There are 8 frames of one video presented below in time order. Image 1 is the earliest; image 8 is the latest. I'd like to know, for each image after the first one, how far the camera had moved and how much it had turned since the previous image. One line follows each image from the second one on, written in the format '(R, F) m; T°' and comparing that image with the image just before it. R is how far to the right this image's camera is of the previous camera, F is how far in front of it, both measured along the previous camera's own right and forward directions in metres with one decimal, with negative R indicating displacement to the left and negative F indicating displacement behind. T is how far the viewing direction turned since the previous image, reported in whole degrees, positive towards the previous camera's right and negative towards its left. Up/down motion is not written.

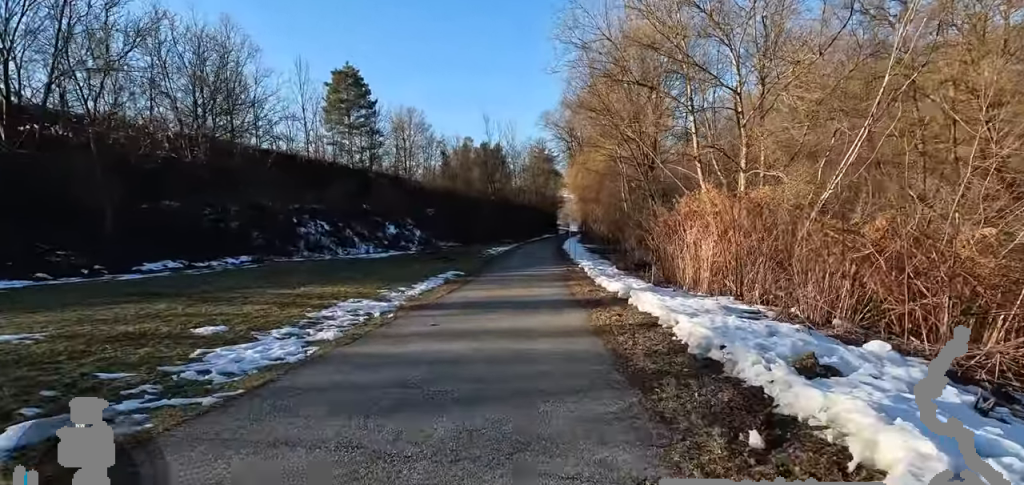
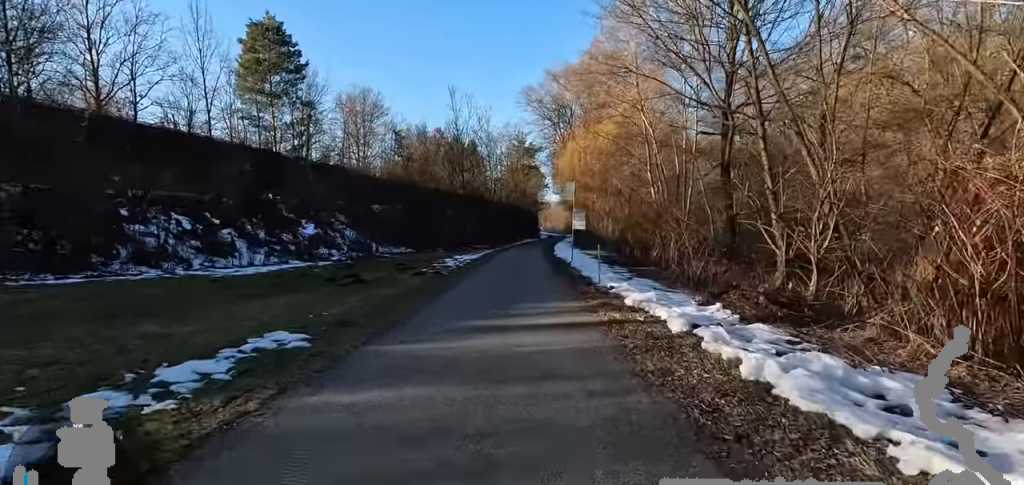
(+0.9, +12.5) m; +8°
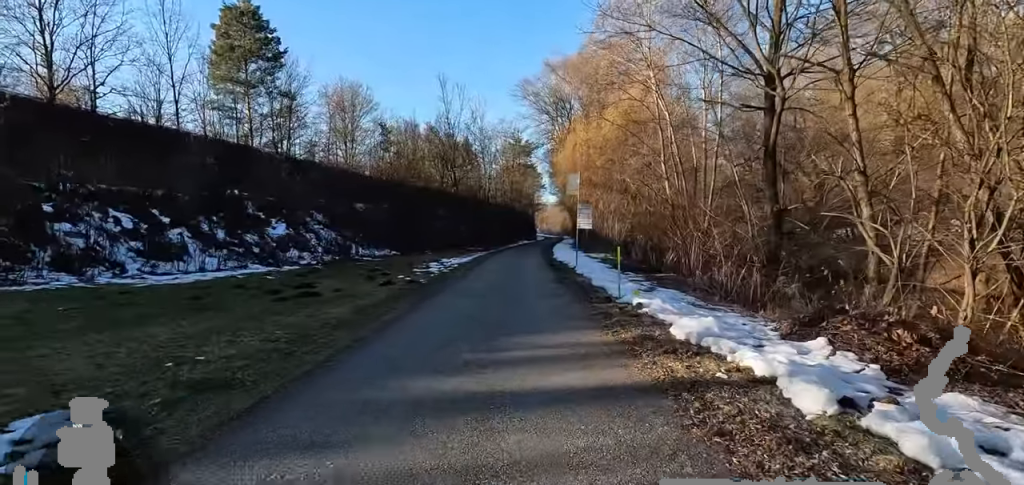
(+0.8, +3.0) m; 0°
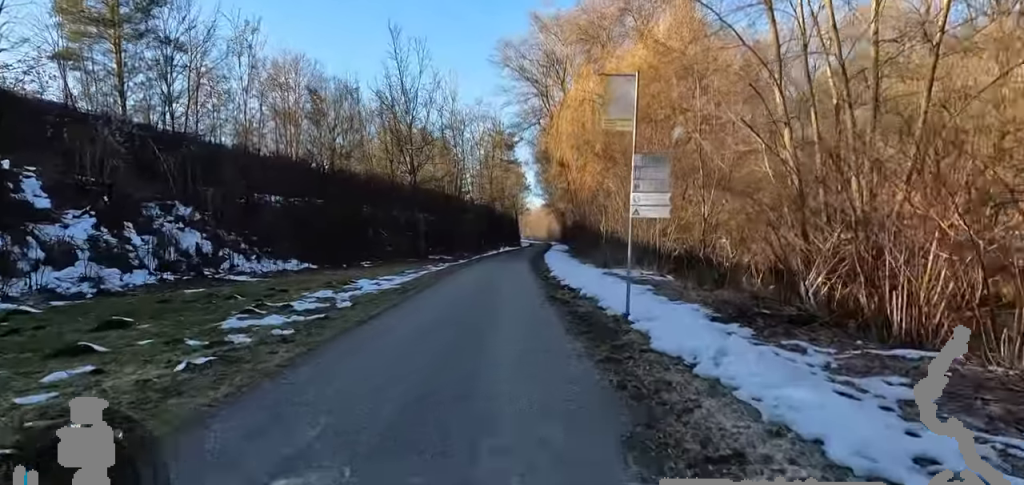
(-1.5, +10.6) m; -1°
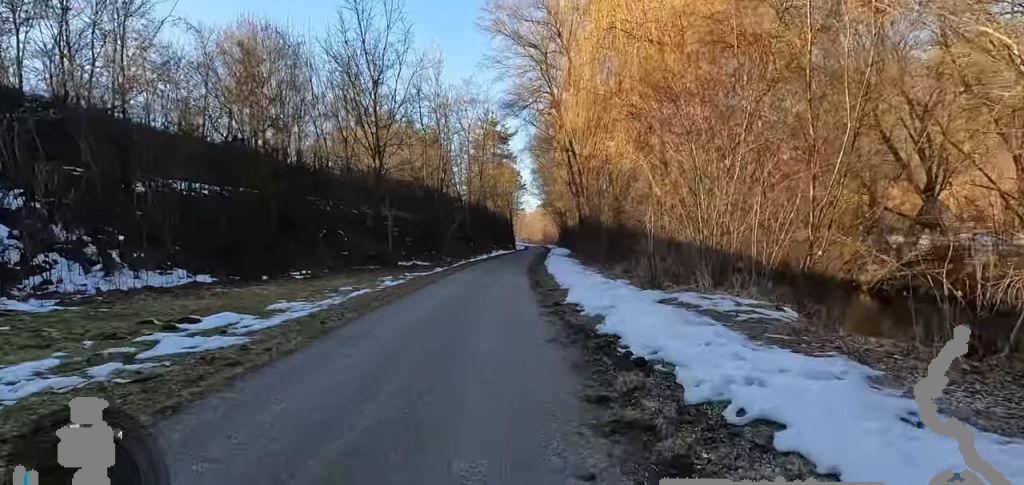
(0.0, +6.8) m; -3°
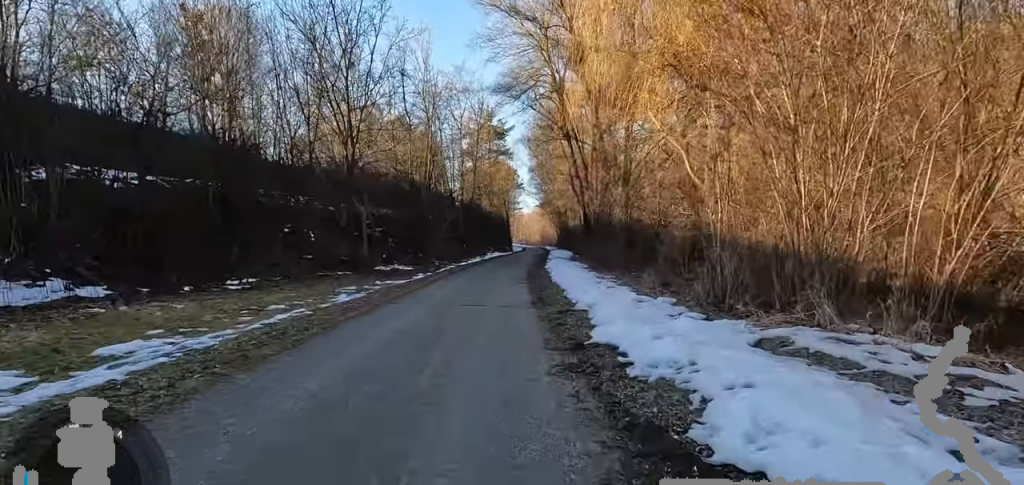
(-0.2, +3.8) m; -2°
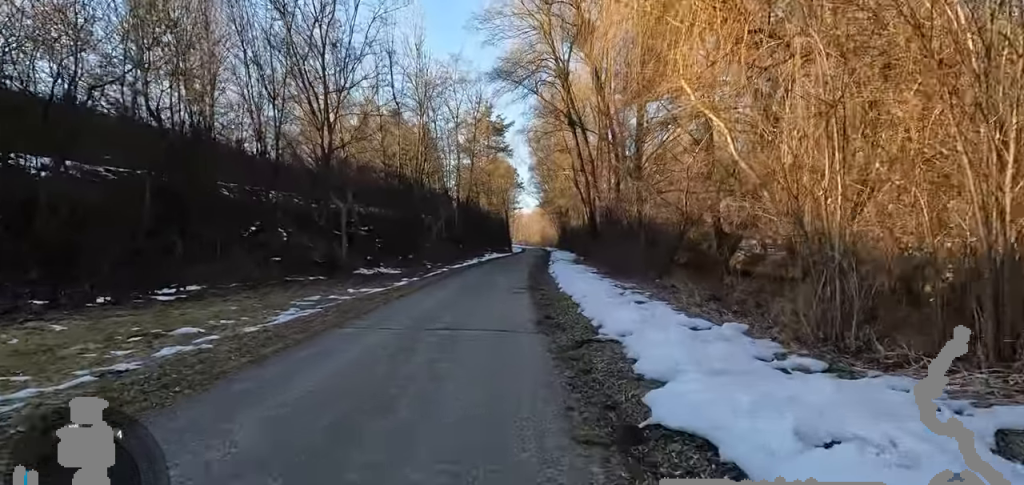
(0.0, +2.8) m; +1°
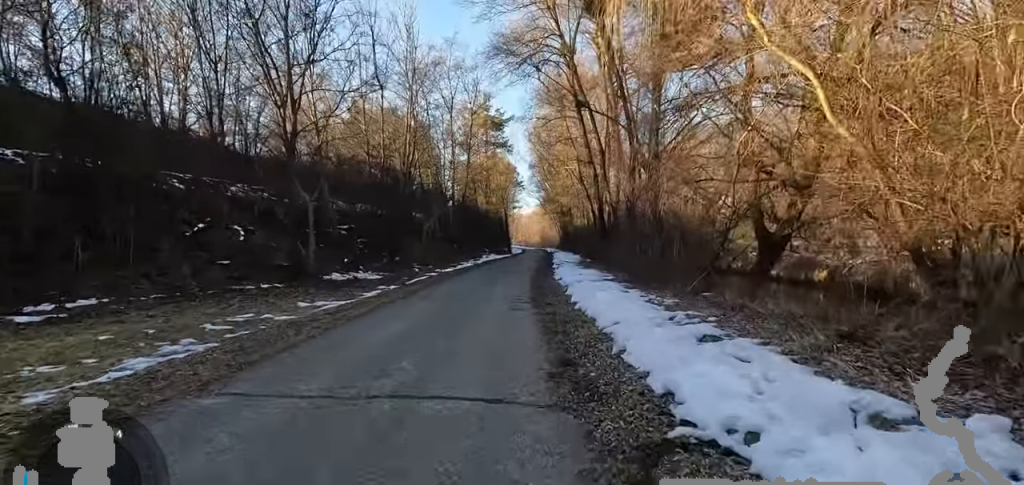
(-0.1, +3.2) m; +7°
